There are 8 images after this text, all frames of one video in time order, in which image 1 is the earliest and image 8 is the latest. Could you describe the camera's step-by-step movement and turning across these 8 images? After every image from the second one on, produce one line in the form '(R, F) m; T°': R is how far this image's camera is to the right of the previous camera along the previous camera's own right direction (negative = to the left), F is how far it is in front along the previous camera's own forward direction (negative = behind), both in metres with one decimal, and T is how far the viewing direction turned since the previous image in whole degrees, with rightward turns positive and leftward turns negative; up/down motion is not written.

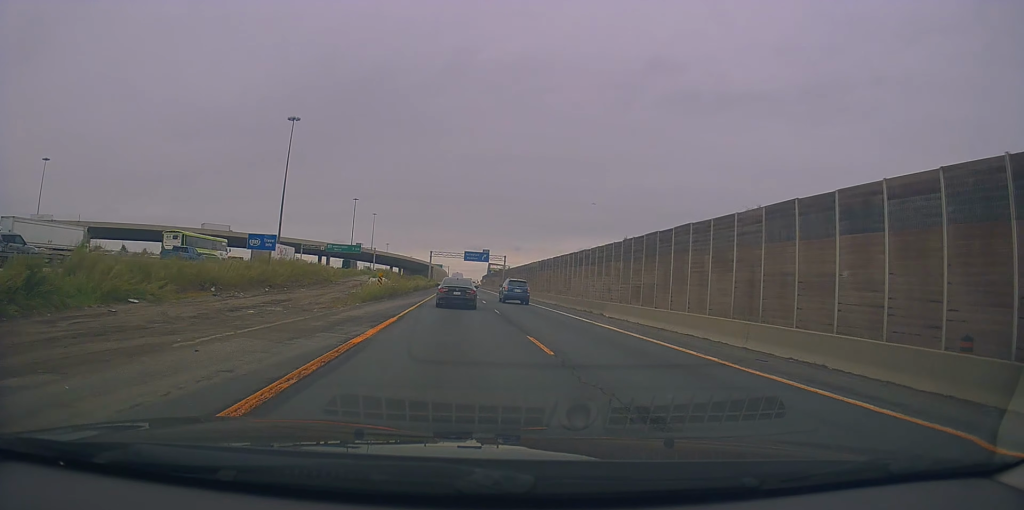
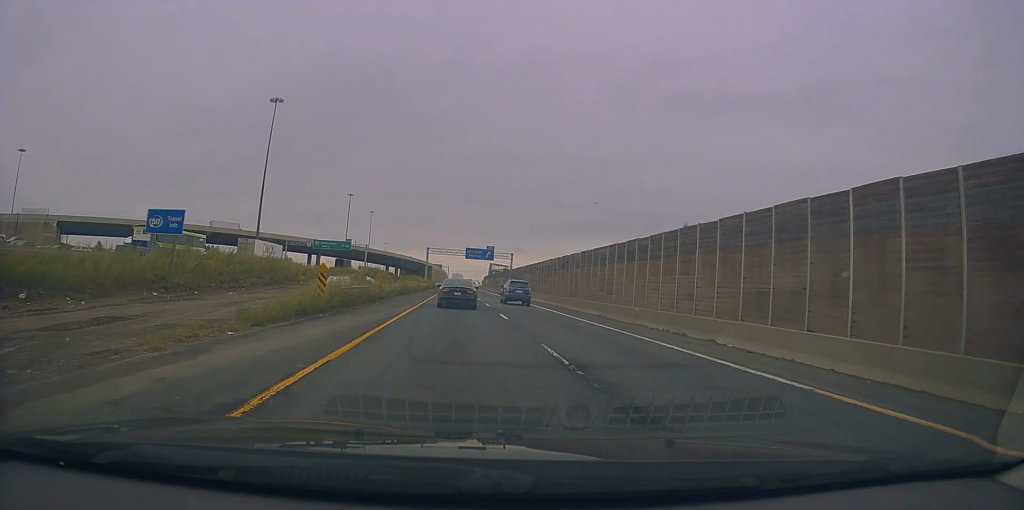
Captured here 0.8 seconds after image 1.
(-0.1, +15.2) m; +1°
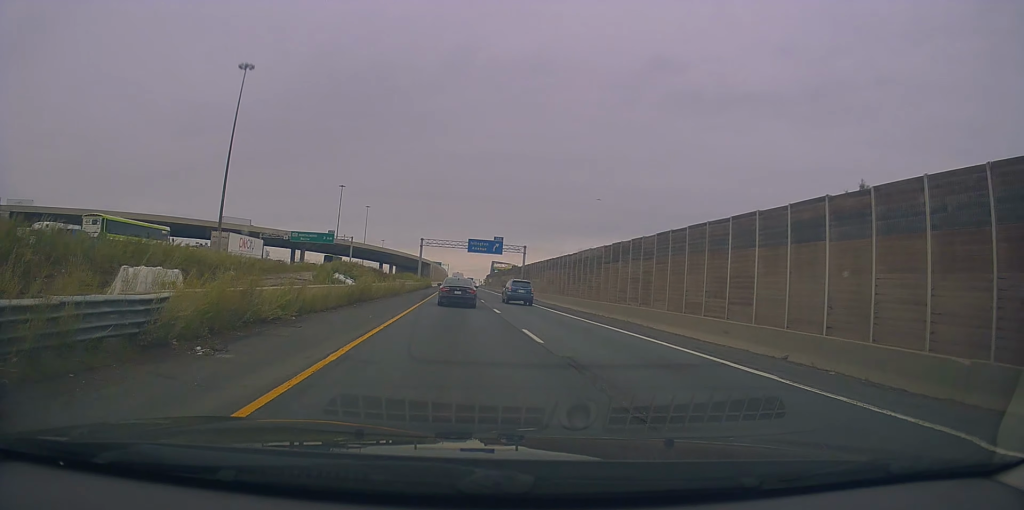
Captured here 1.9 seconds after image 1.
(+0.6, +20.2) m; +1°
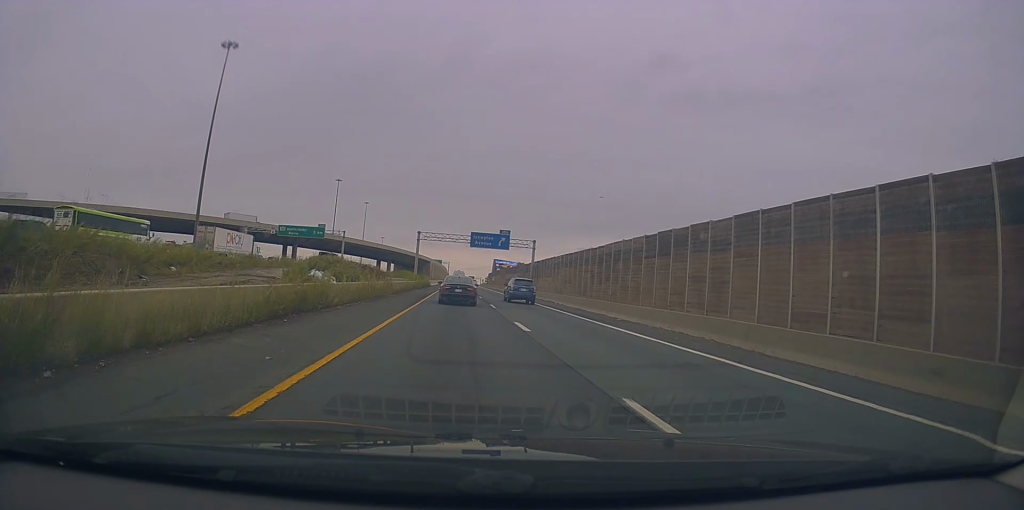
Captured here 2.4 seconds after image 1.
(0.0, +9.6) m; 0°
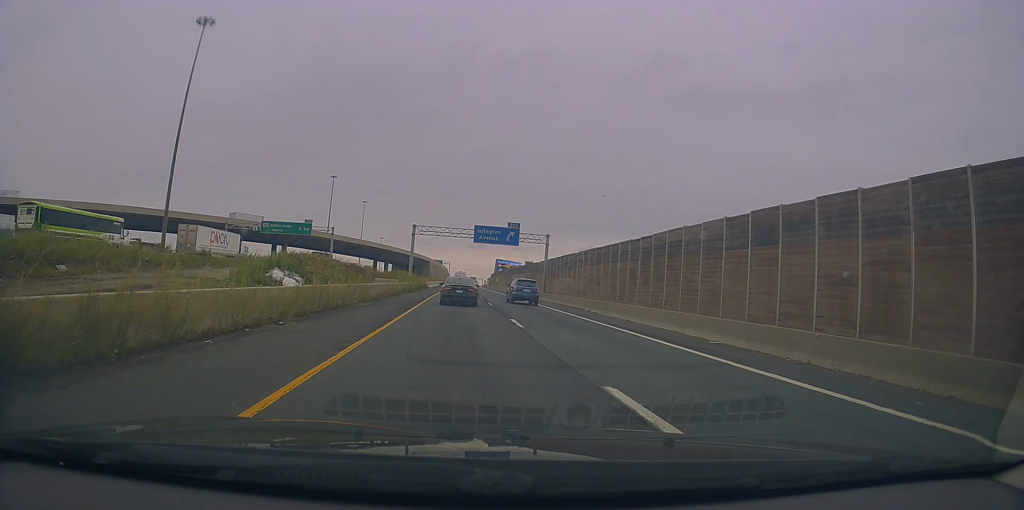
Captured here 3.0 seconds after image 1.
(-0.1, +11.0) m; 0°
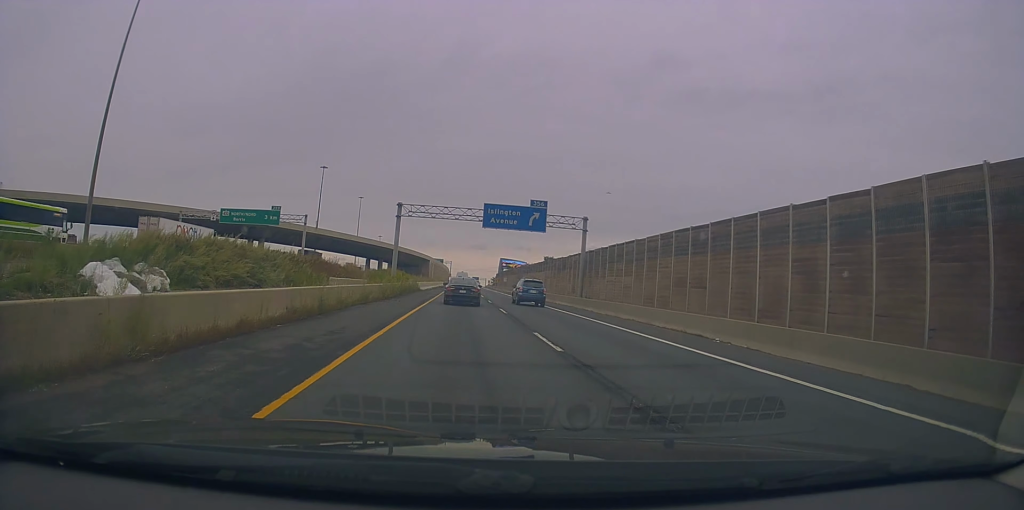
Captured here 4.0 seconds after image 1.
(-0.1, +19.6) m; 0°
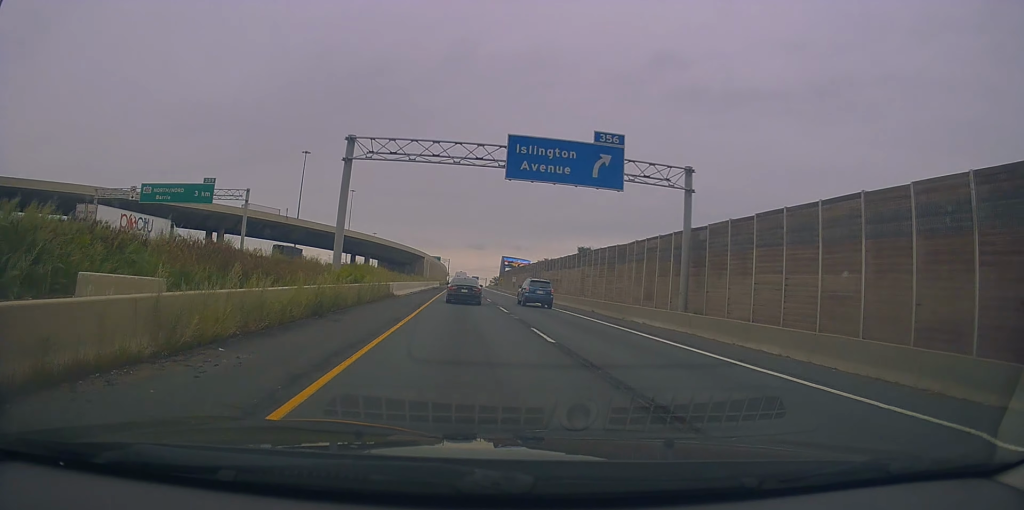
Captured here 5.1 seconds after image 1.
(-0.2, +23.2) m; -1°
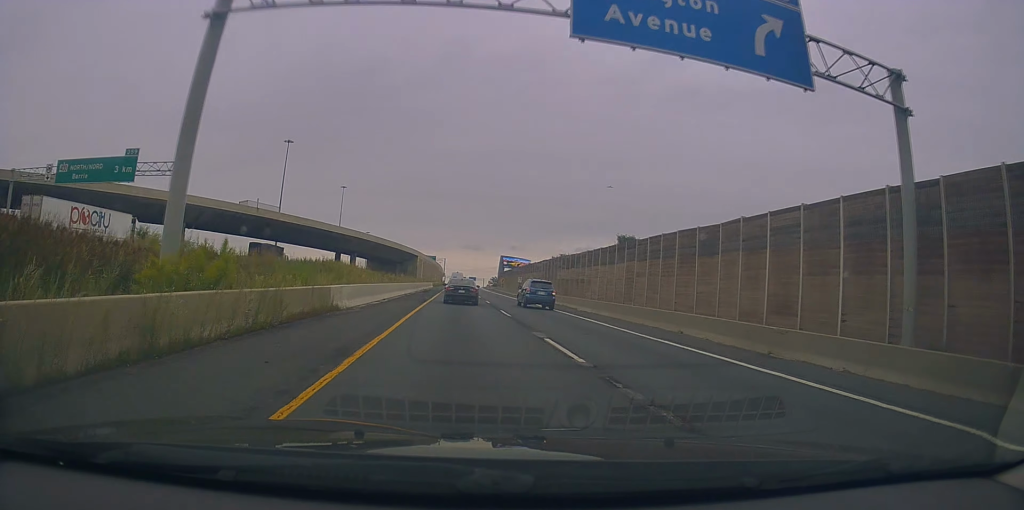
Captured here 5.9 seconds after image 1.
(-0.2, +15.5) m; 0°
